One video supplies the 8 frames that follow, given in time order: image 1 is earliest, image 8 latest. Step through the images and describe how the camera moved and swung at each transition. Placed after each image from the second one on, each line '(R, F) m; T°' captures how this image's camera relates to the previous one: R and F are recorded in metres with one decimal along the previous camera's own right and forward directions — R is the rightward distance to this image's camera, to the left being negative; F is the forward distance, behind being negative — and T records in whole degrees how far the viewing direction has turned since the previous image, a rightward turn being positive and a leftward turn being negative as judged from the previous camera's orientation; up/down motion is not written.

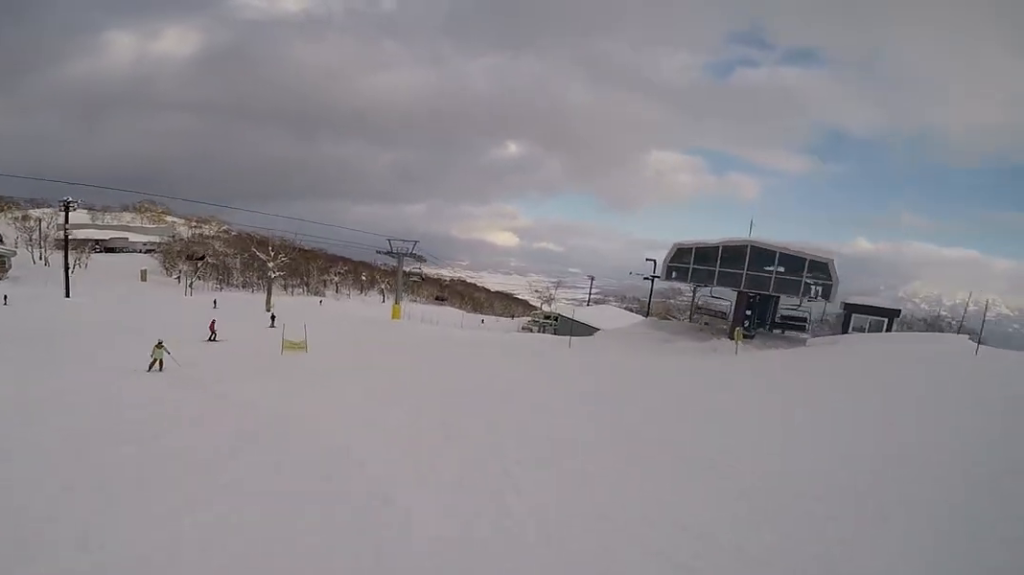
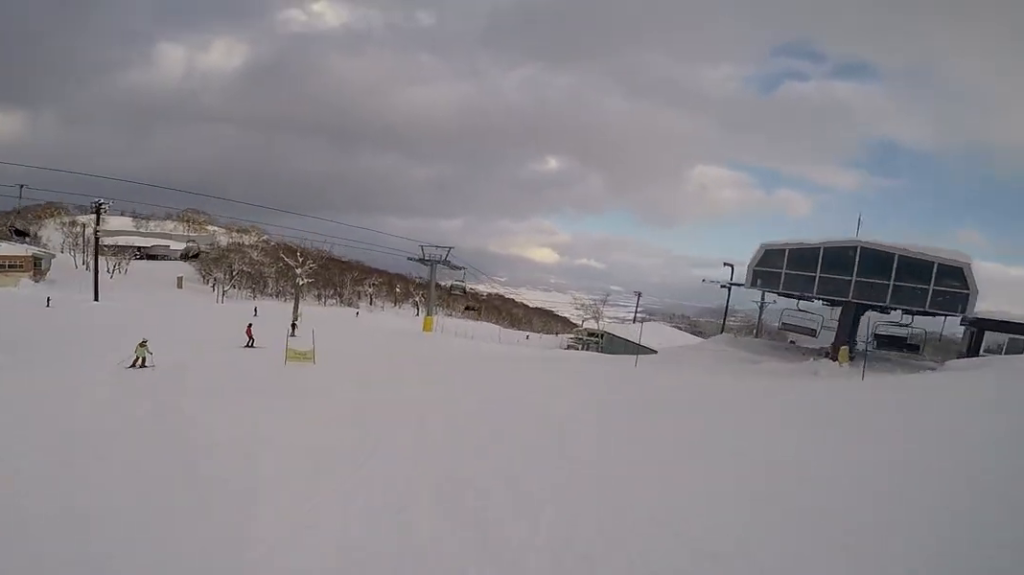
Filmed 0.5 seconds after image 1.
(-0.8, +4.1) m; -5°
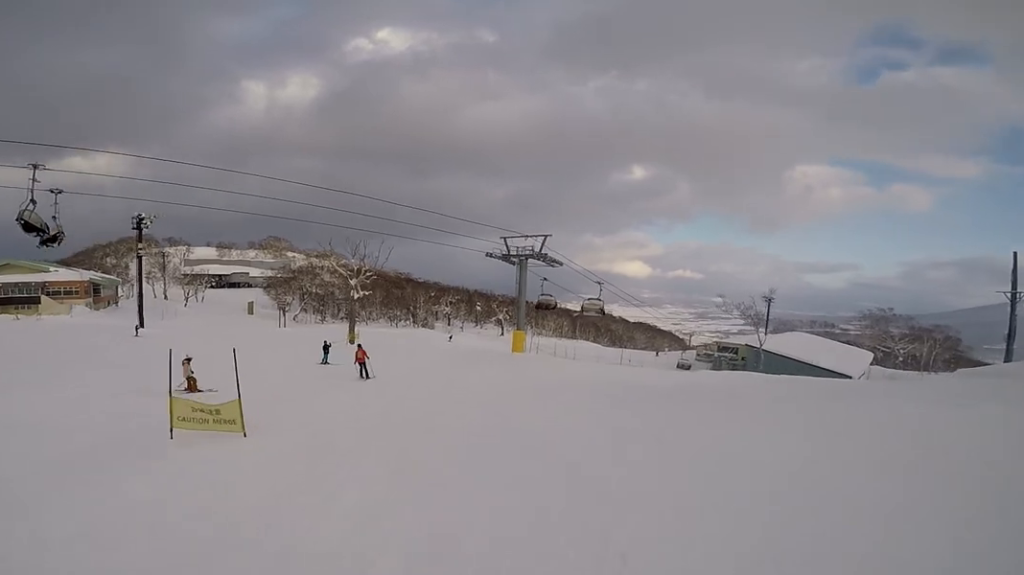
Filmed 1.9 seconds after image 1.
(-1.4, +12.4) m; -6°
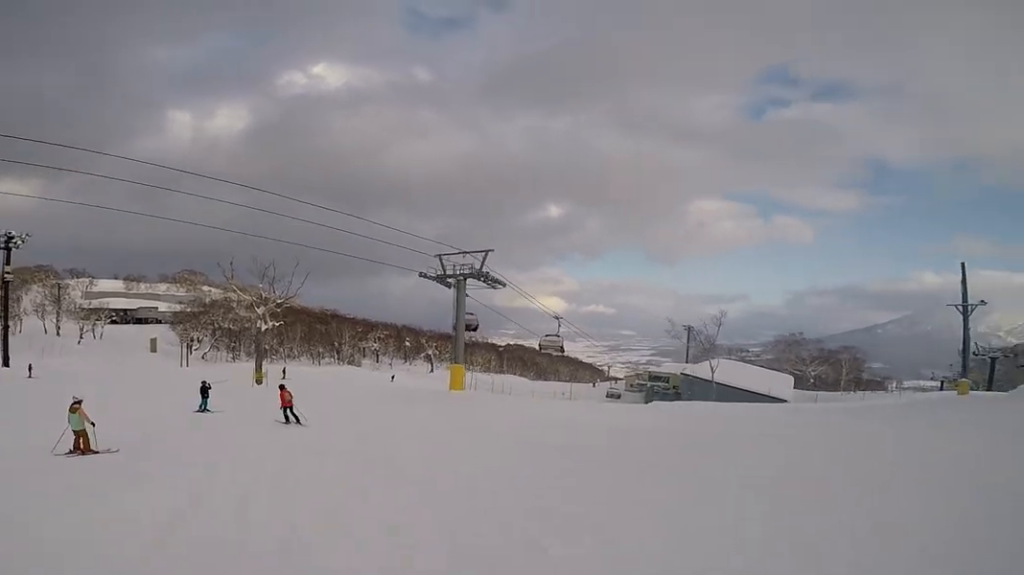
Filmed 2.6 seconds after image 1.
(0.0, +6.1) m; +4°
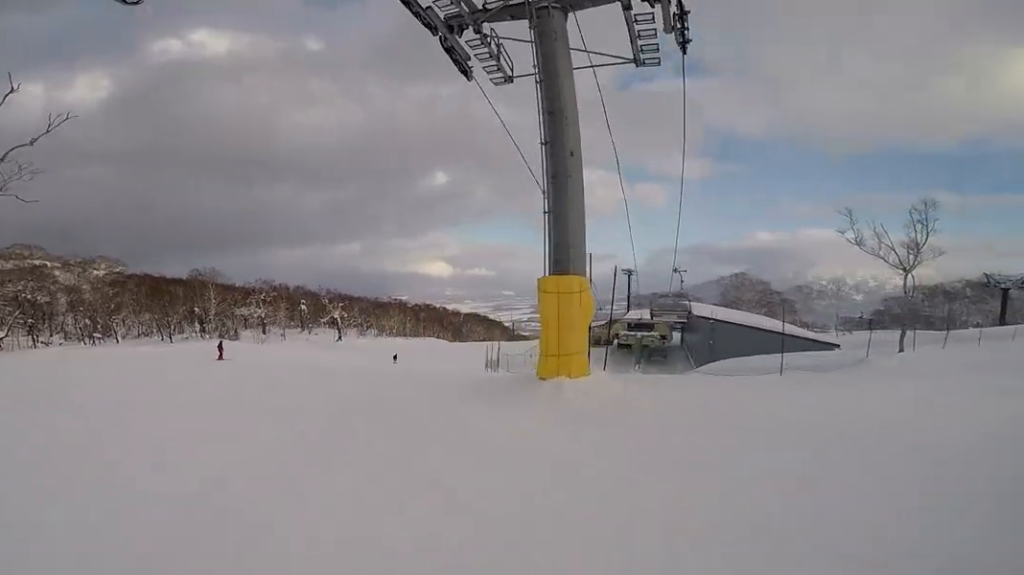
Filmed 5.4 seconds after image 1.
(+1.4, +23.2) m; +7°
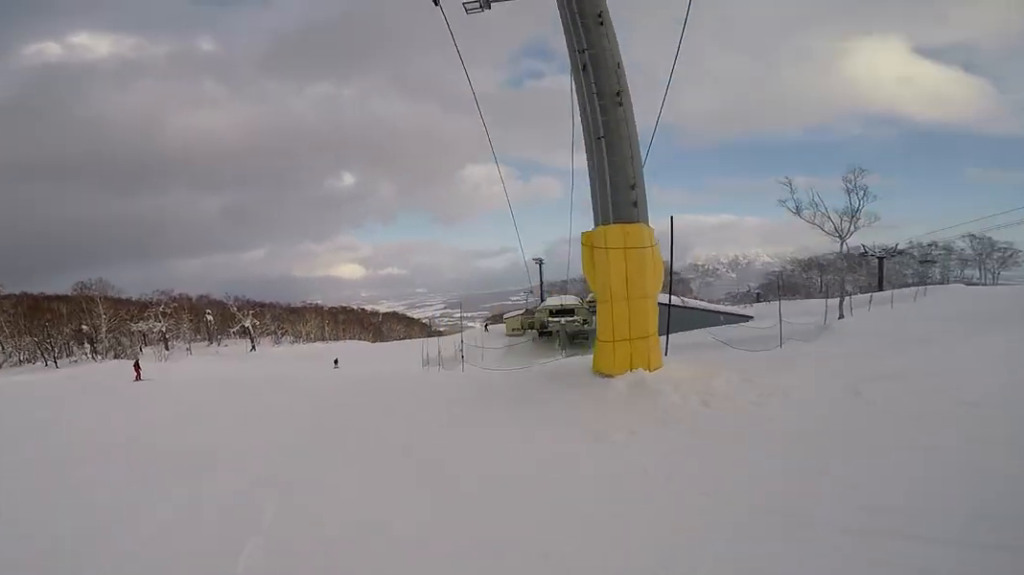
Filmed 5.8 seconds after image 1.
(+0.3, +3.3) m; +4°
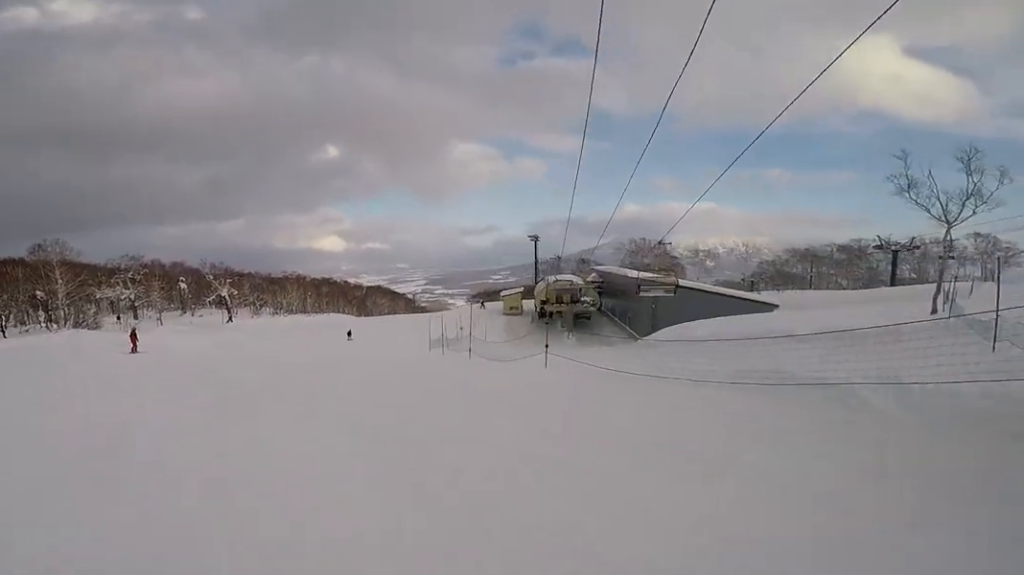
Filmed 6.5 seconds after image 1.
(+0.2, +5.4) m; +3°
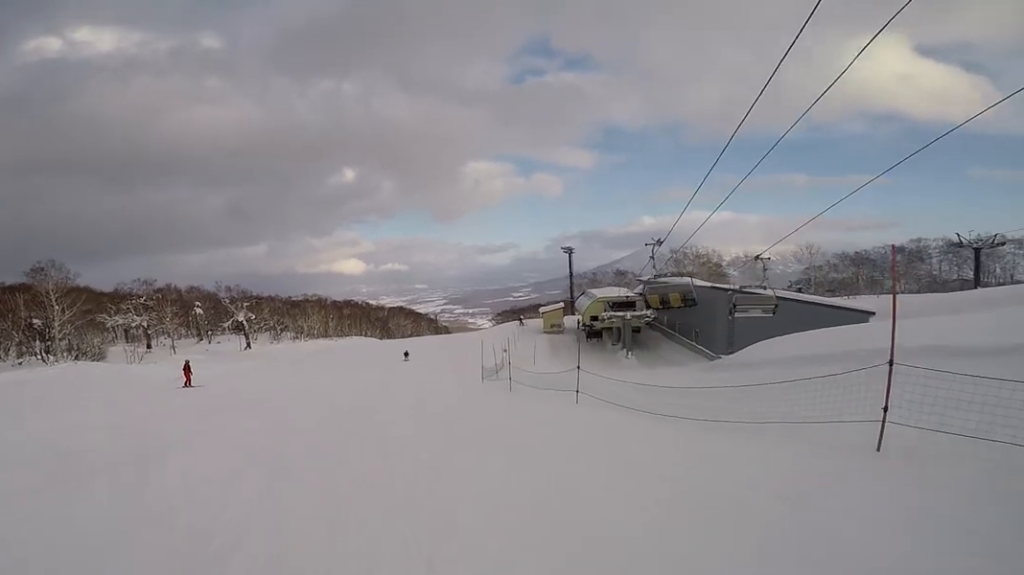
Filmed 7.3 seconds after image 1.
(+0.1, +6.6) m; +5°
